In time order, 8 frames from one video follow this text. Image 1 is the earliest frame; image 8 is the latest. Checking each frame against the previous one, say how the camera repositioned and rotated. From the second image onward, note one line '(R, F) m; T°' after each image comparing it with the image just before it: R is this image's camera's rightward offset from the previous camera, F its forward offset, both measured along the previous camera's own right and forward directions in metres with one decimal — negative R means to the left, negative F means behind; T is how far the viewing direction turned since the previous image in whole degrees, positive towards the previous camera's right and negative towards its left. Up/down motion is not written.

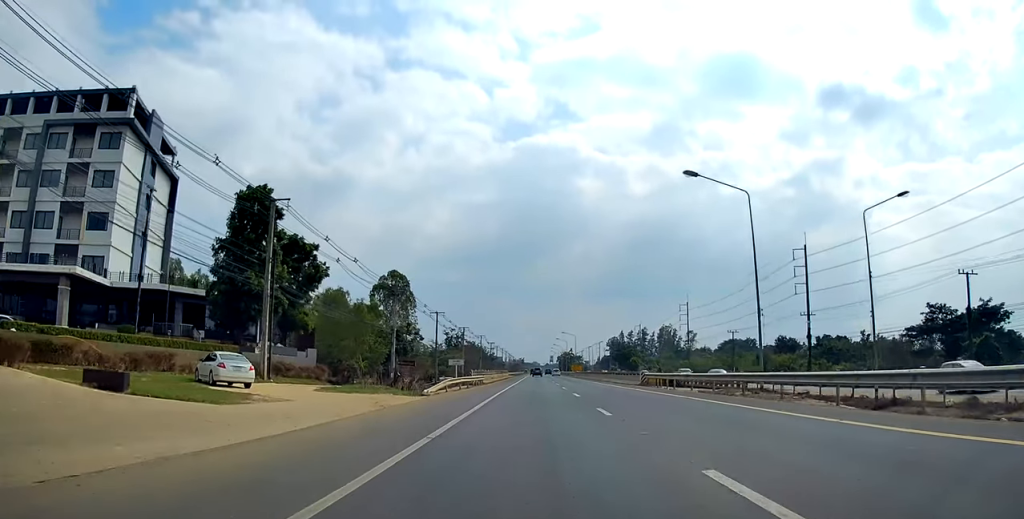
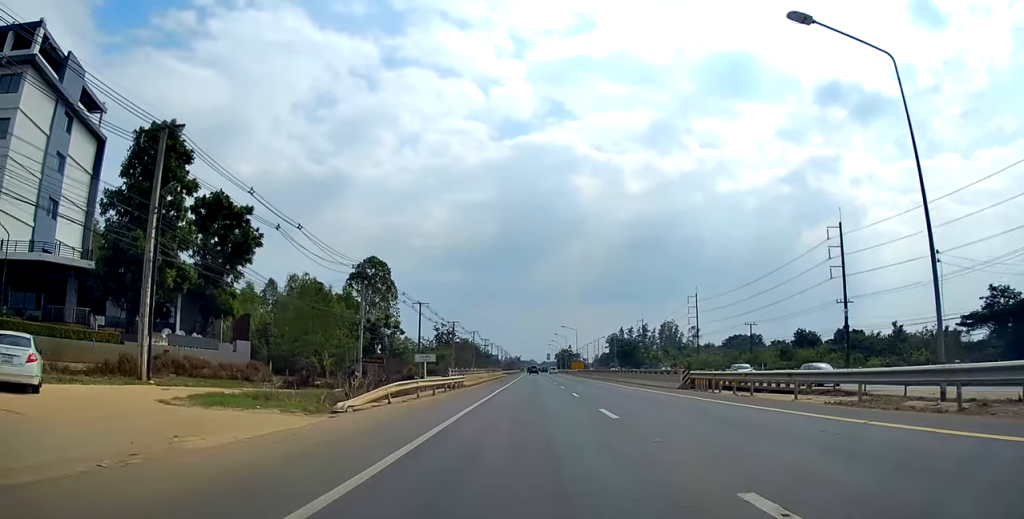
(0.0, +13.7) m; 0°
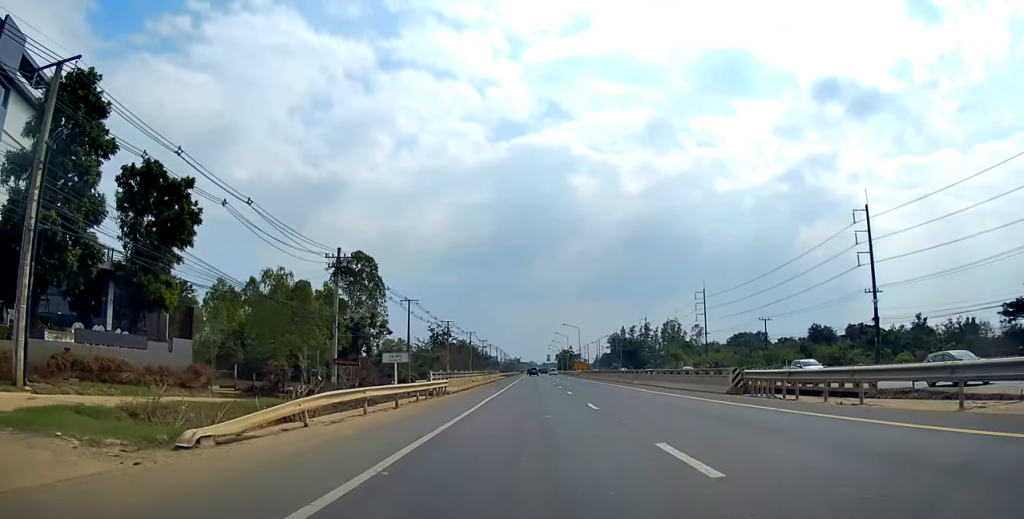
(0.0, +8.6) m; 0°
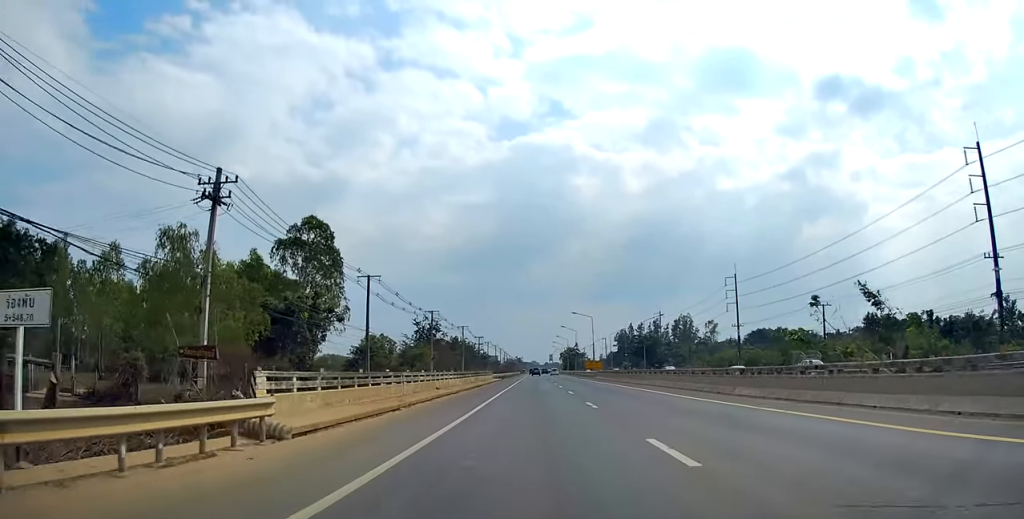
(0.0, +23.8) m; 0°
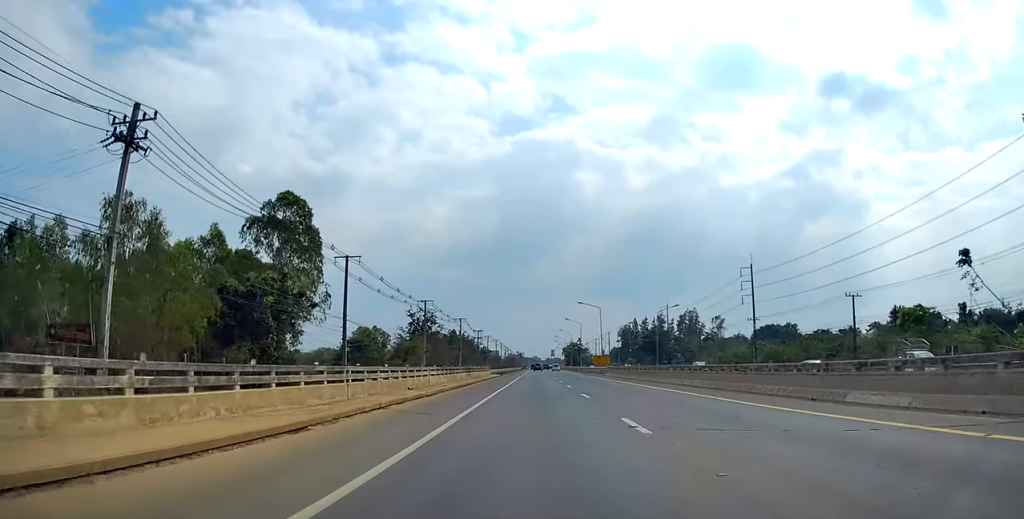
(0.0, +8.9) m; 0°
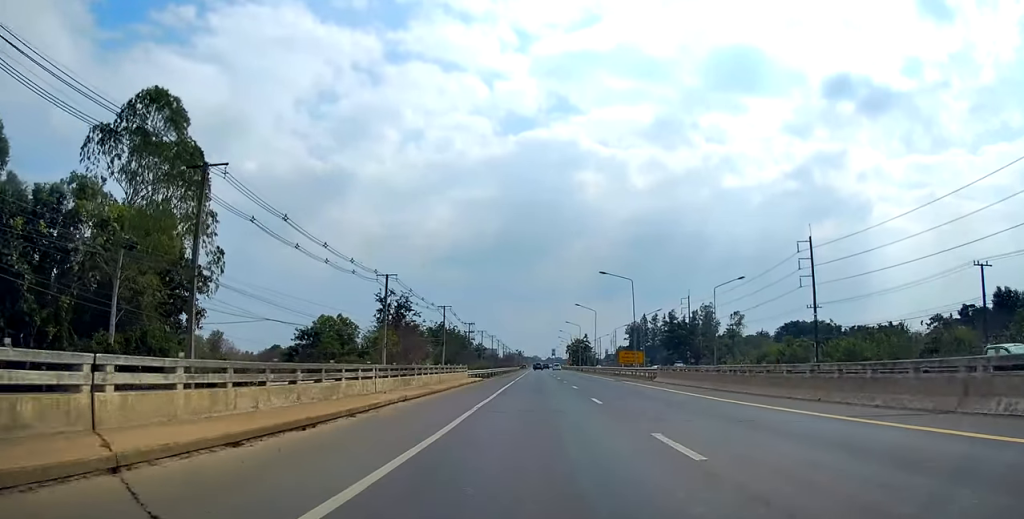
(0.0, +27.6) m; -2°
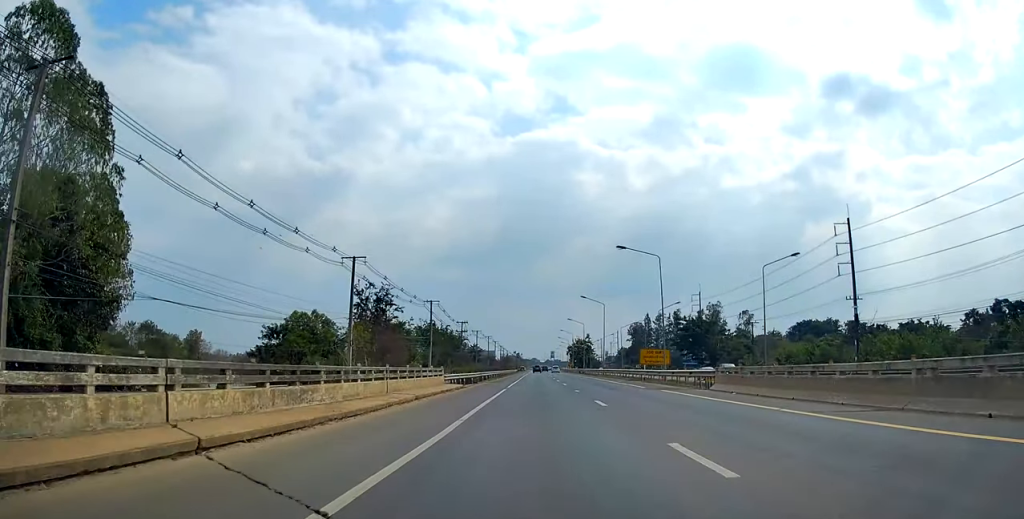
(-0.4, +13.5) m; -1°
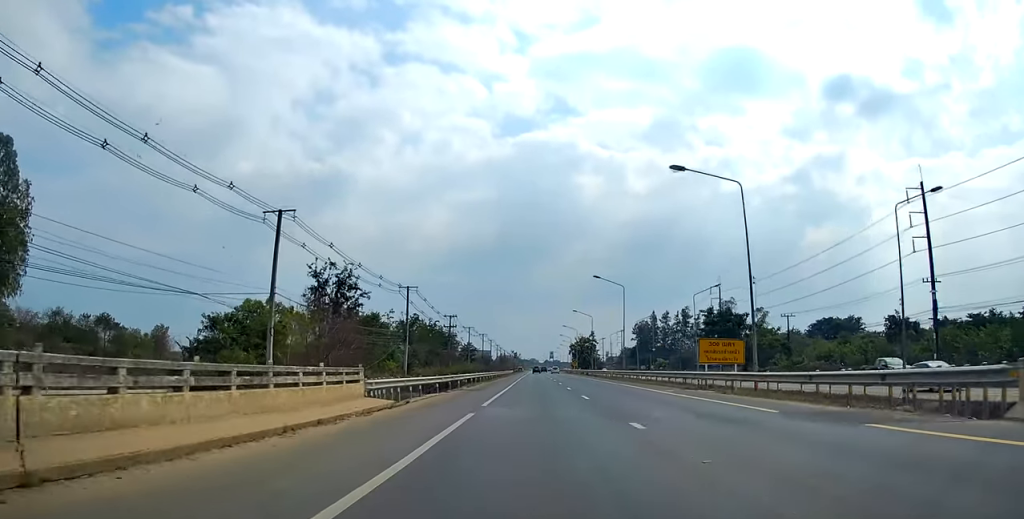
(+0.1, +19.0) m; +2°
